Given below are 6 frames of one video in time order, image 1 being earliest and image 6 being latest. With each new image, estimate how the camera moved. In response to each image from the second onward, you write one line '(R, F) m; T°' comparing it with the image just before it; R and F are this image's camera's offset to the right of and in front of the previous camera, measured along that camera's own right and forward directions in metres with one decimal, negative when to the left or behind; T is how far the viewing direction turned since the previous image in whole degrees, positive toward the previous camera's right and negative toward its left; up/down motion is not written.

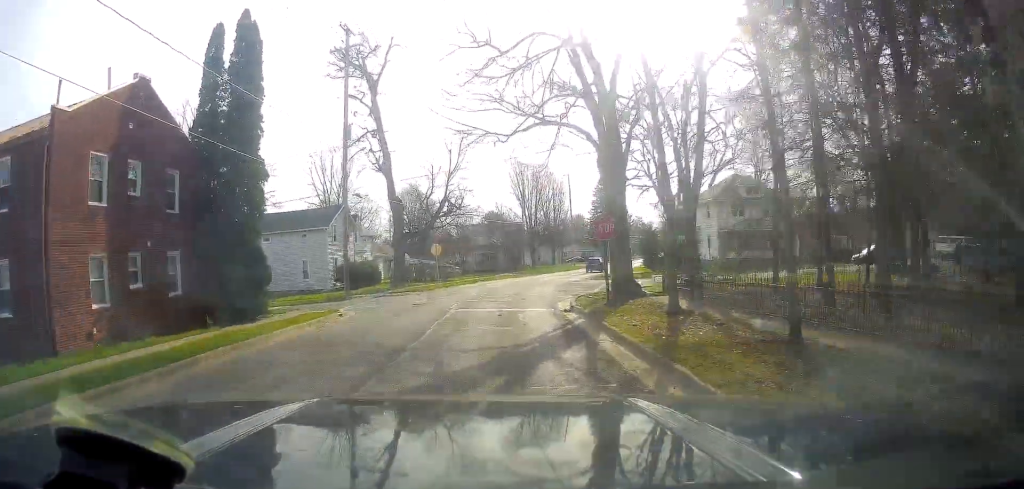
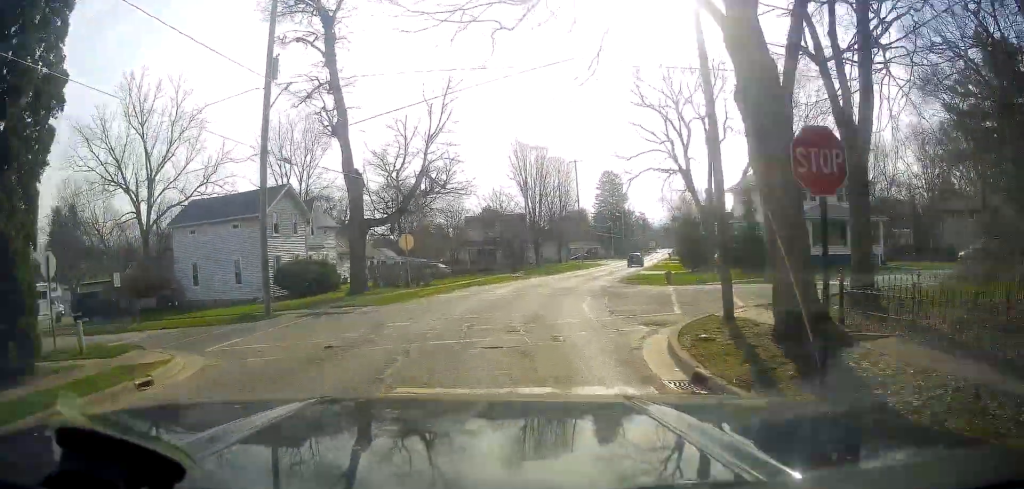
(0.0, +13.5) m; 0°
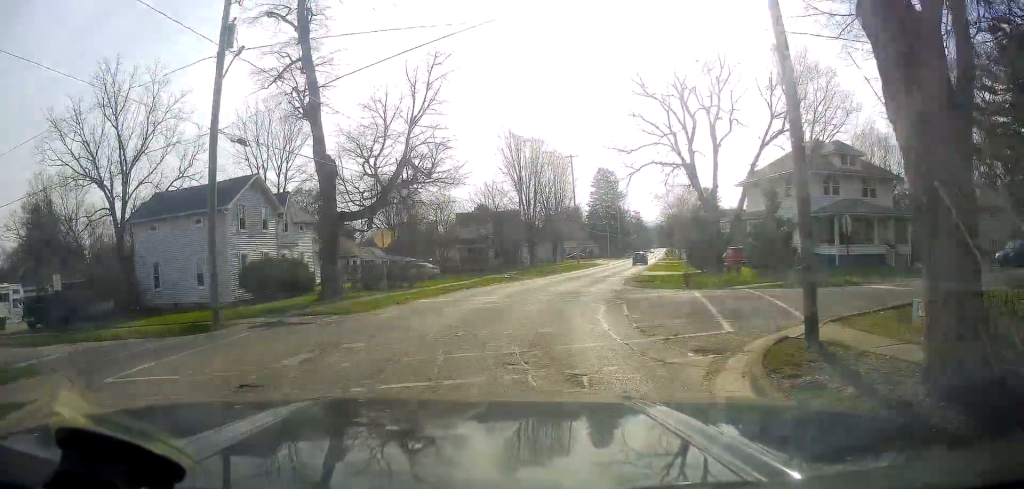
(0.0, +4.2) m; 0°
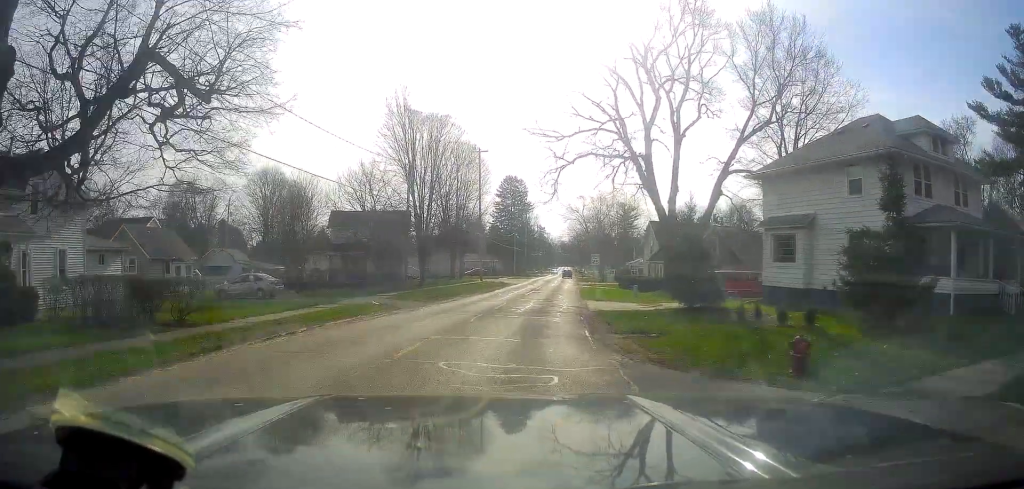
(+1.7, +17.9) m; +13°
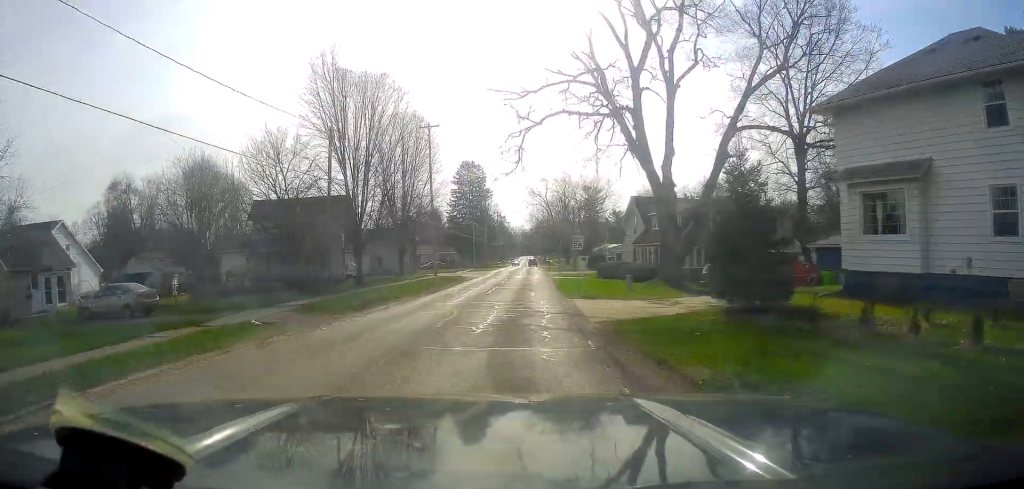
(+0.5, +9.4) m; +2°
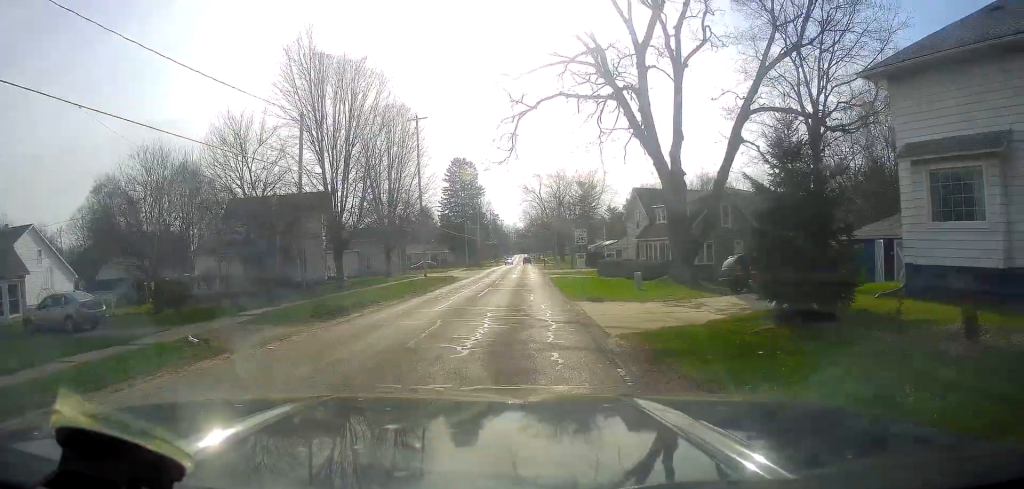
(-0.1, +3.6) m; 0°
